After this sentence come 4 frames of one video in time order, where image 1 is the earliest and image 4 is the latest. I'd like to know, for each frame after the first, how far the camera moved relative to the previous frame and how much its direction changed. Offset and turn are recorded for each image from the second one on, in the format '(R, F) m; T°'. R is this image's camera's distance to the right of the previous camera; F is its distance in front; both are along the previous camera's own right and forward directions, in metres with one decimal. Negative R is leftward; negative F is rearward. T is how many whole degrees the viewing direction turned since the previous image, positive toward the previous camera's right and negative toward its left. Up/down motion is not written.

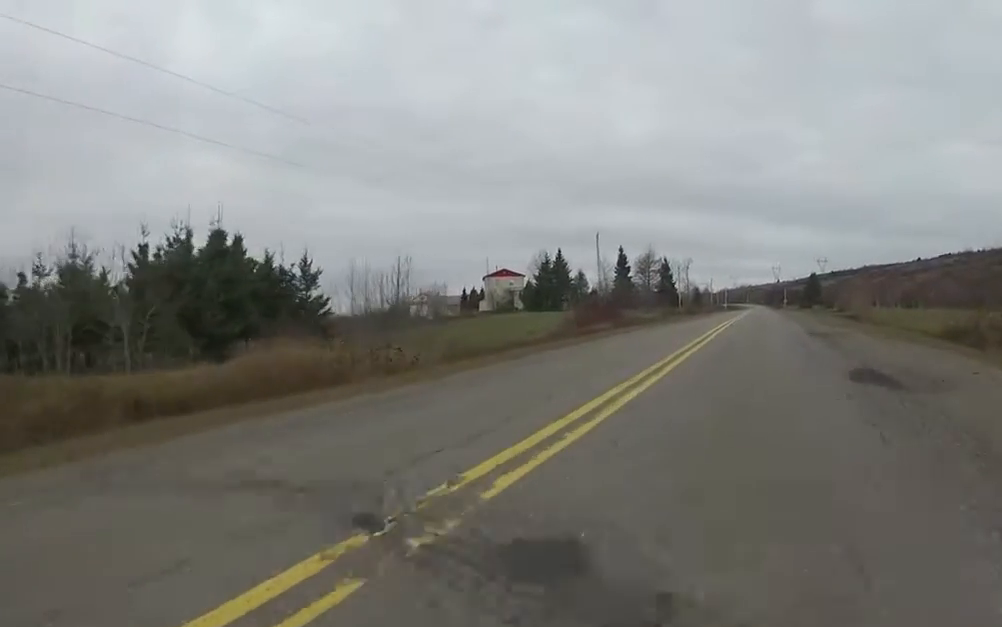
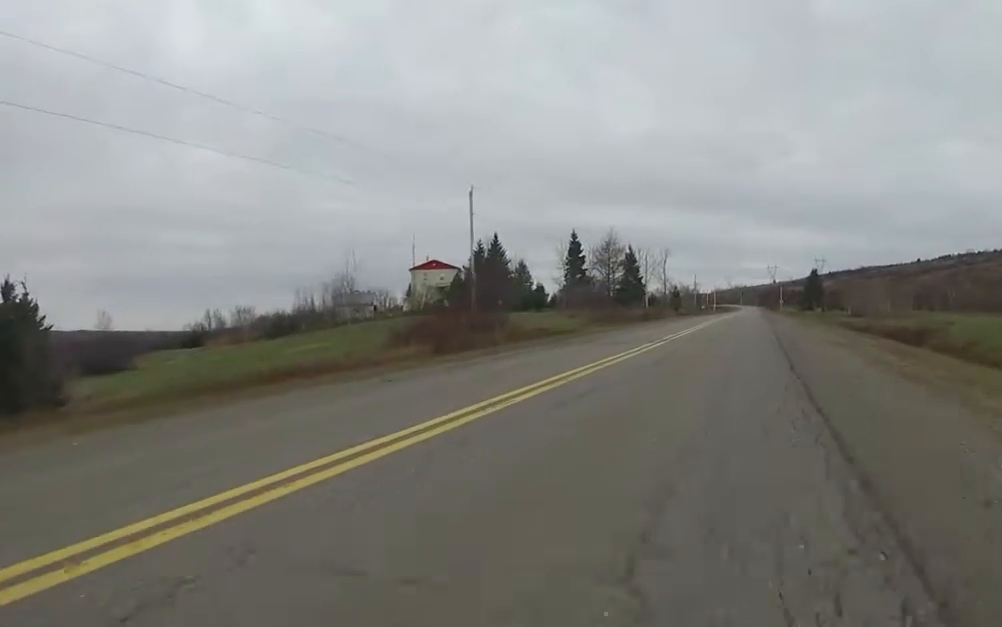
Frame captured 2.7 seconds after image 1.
(+0.4, +23.5) m; -4°
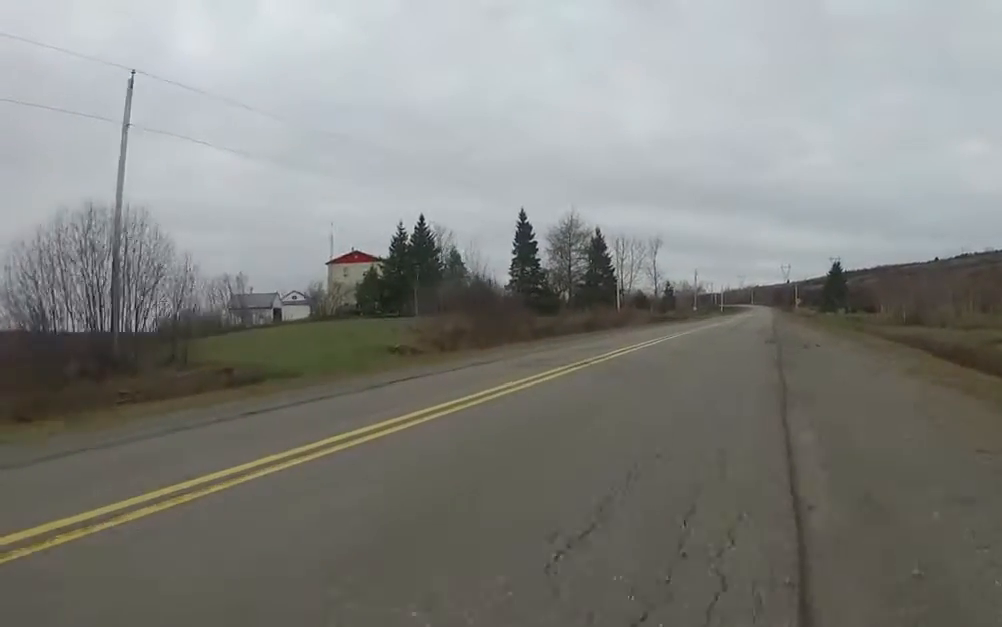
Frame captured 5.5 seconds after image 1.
(-1.0, +23.4) m; +2°
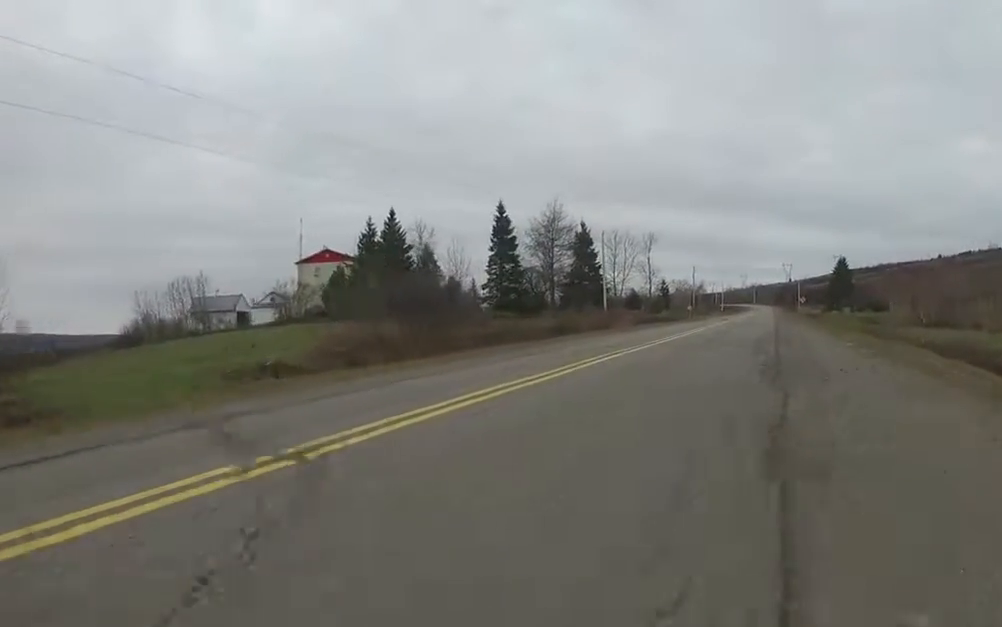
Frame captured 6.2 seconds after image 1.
(+0.1, +6.5) m; -3°
